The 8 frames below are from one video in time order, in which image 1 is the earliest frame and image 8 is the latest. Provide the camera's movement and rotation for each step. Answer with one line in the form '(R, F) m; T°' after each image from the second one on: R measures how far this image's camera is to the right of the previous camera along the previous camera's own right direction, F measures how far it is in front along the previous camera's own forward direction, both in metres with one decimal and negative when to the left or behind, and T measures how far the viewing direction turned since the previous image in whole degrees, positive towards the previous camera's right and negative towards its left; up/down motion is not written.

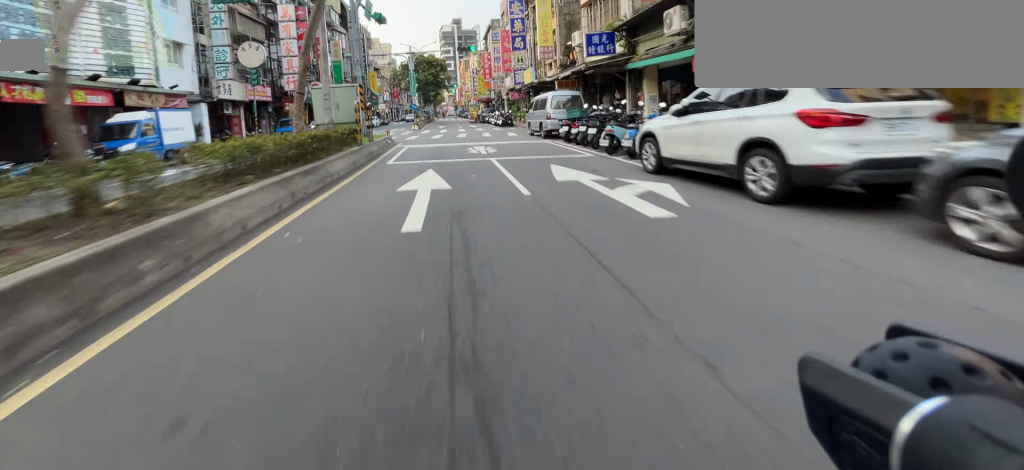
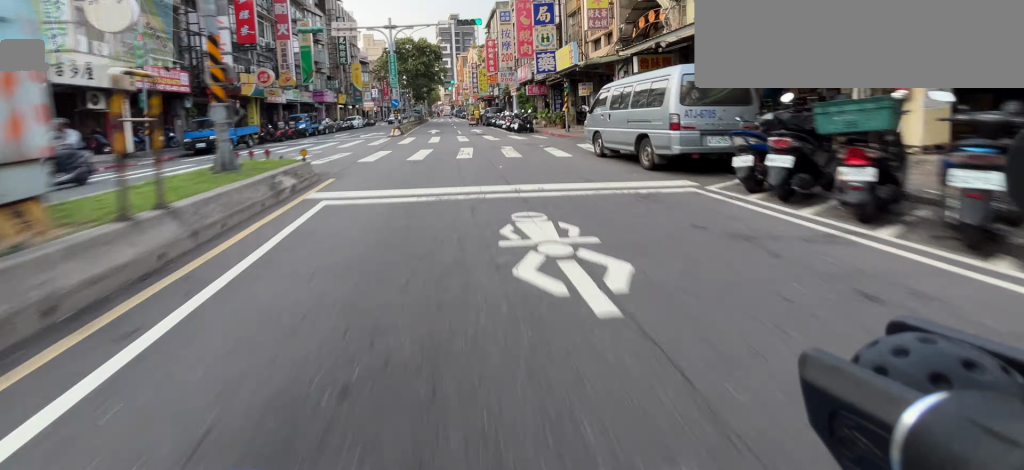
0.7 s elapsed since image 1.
(0.0, +10.4) m; 0°
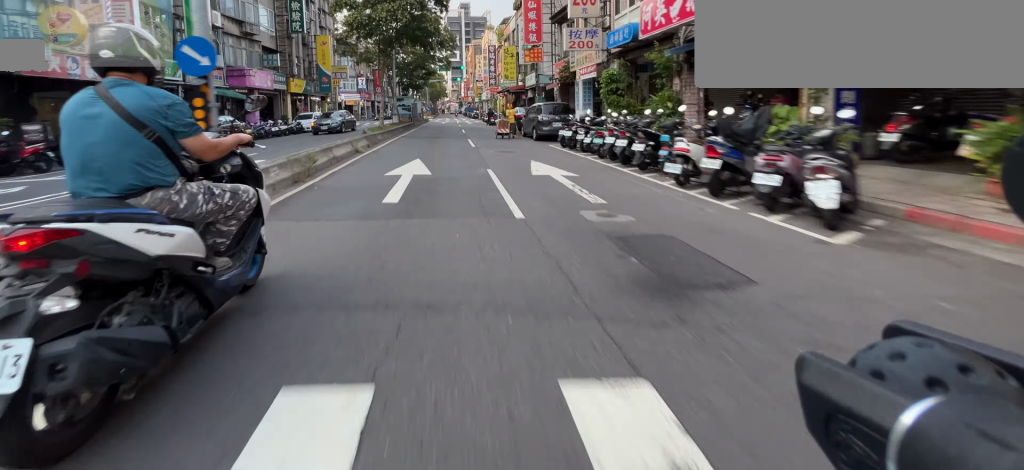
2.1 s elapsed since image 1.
(0.0, +19.2) m; -1°
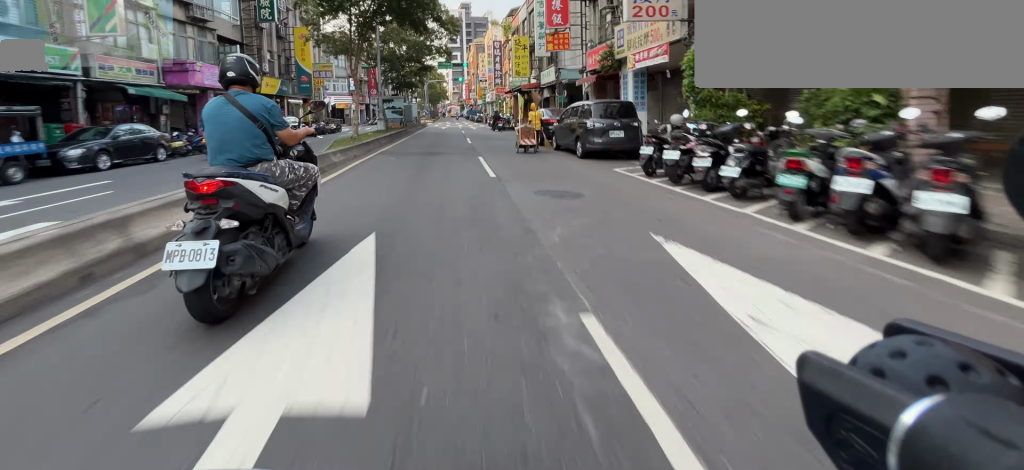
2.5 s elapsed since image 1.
(0.0, +6.5) m; -1°
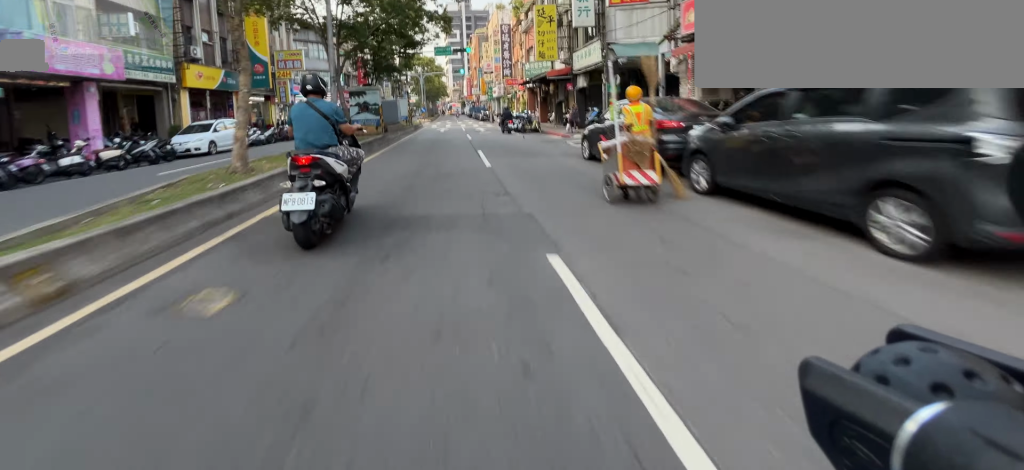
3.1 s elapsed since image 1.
(-0.2, +8.5) m; -1°
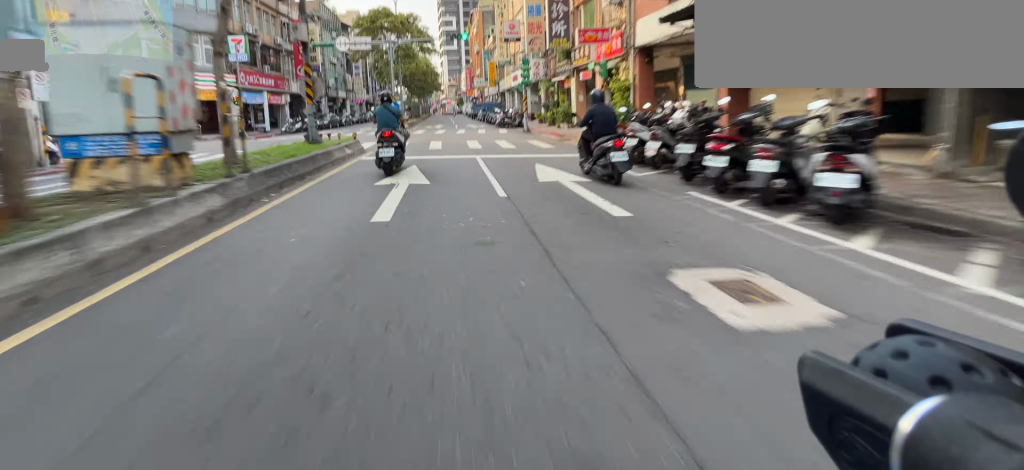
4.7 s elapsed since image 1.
(0.0, +23.7) m; 0°
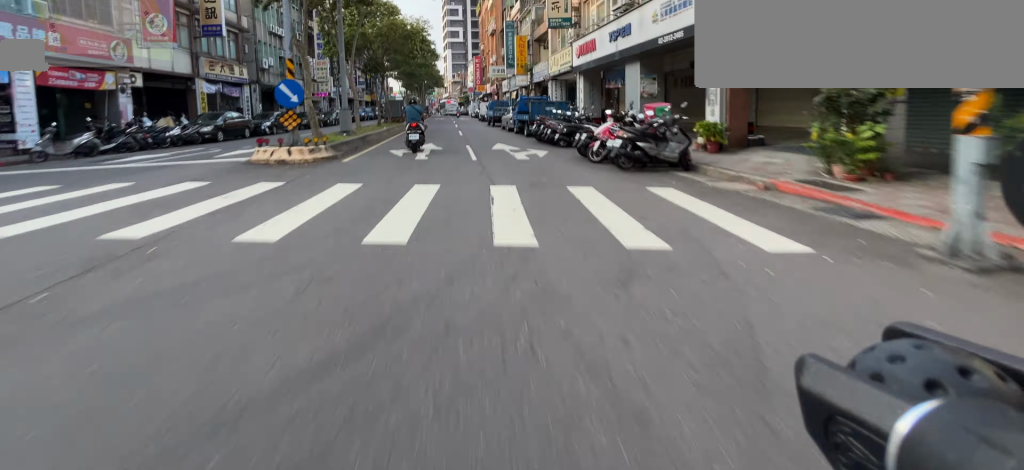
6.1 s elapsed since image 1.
(+0.1, +20.1) m; 0°
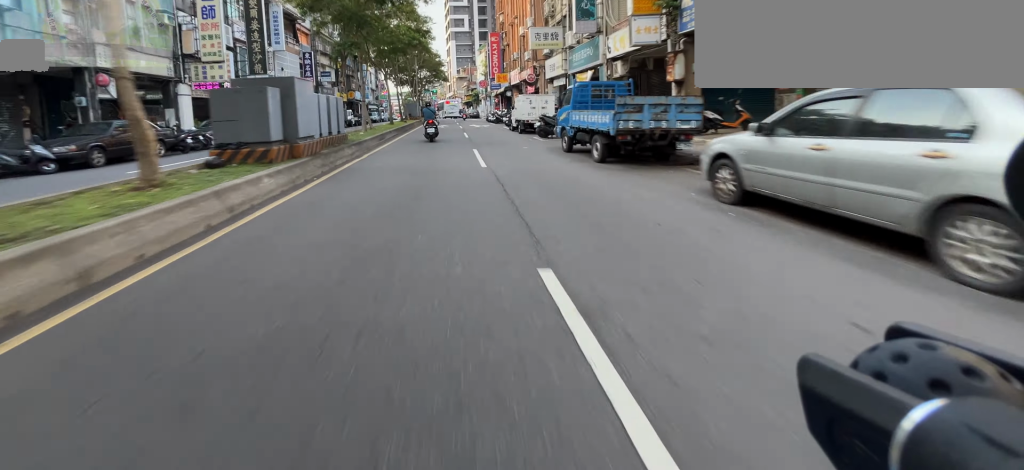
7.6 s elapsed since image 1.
(0.0, +21.6) m; 0°
